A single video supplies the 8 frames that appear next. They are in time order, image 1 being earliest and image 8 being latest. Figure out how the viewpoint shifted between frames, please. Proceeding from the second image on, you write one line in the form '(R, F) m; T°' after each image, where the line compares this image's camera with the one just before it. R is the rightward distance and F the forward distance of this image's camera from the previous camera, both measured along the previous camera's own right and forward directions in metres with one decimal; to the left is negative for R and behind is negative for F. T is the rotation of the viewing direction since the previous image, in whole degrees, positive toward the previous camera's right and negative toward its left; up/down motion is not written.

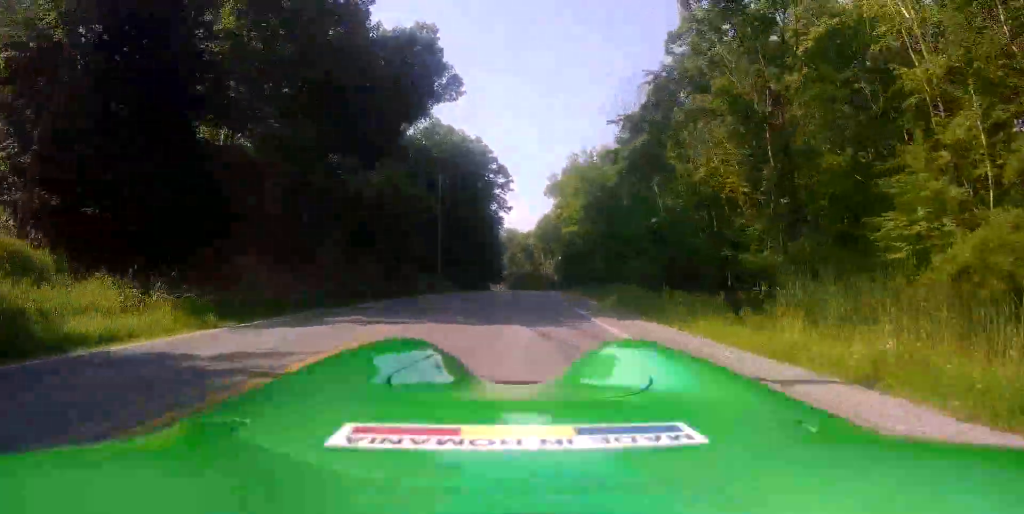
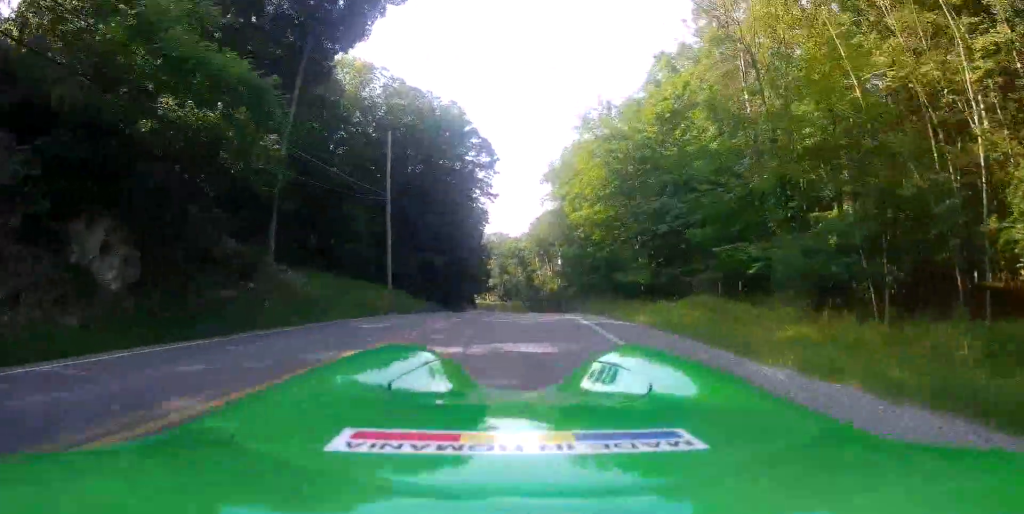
(0.0, +22.2) m; 0°
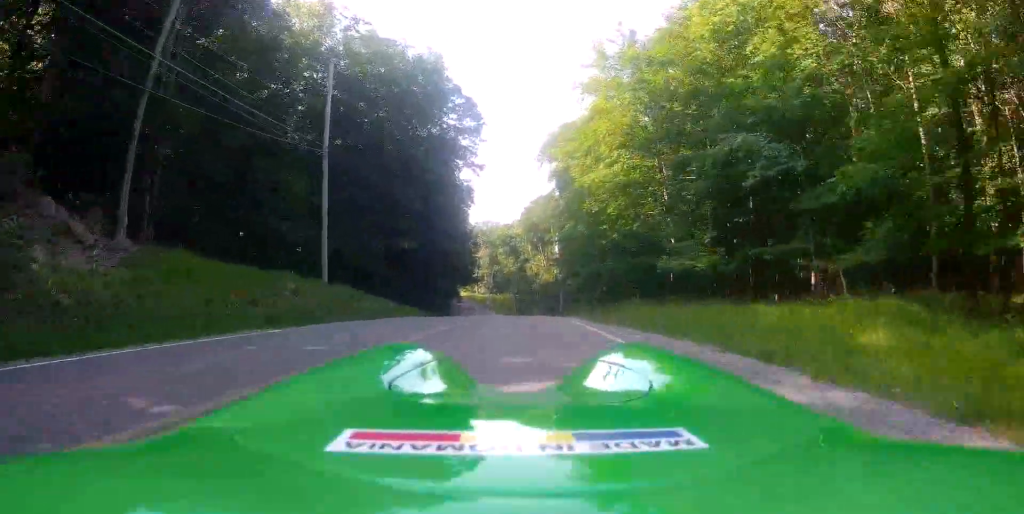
(0.0, +13.7) m; 0°
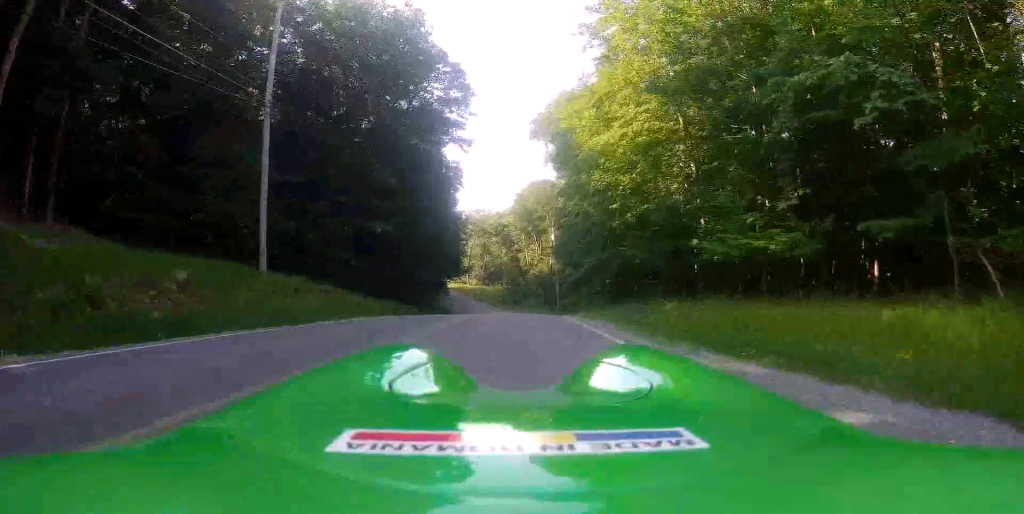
(0.0, +7.6) m; 0°
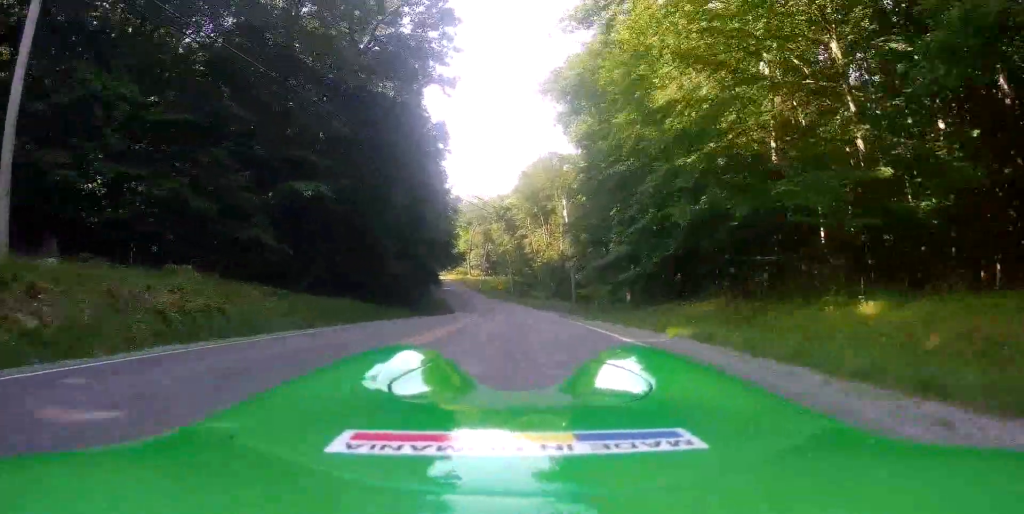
(0.0, +15.4) m; -1°
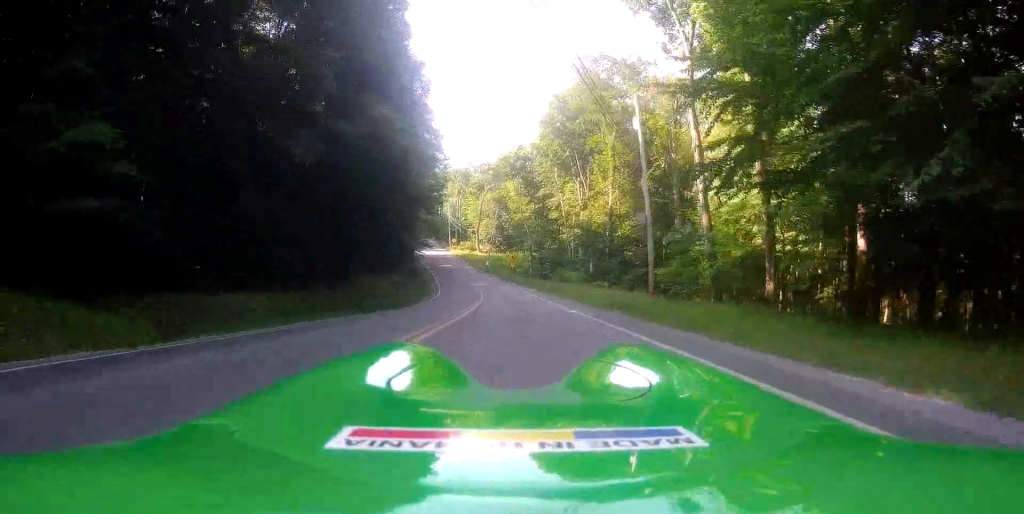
(-0.8, +32.0) m; -2°
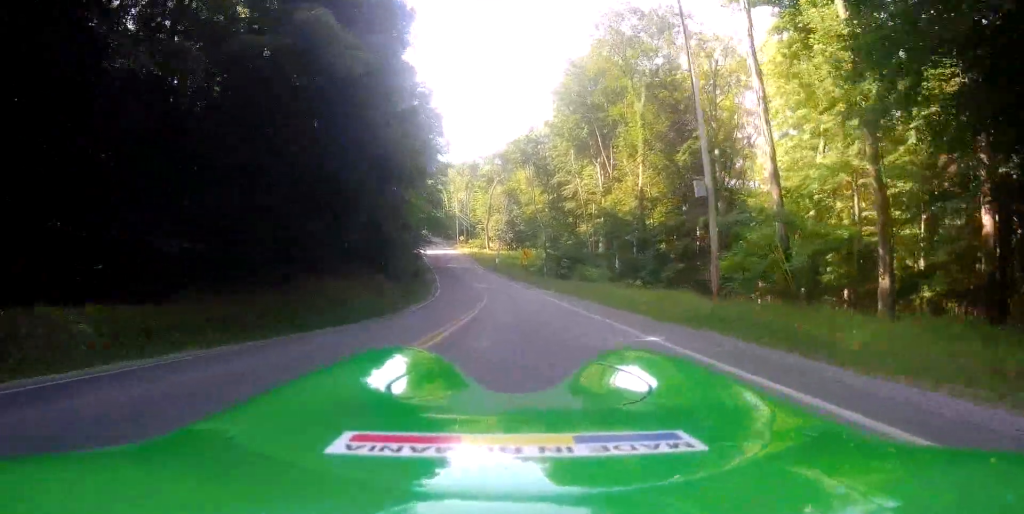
(0.0, +9.4) m; 0°
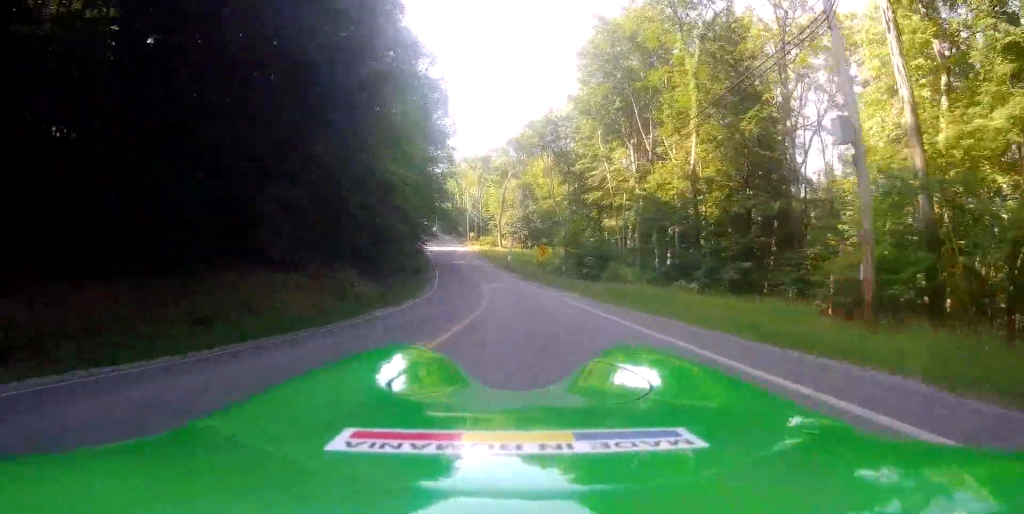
(0.0, +10.1) m; 0°
